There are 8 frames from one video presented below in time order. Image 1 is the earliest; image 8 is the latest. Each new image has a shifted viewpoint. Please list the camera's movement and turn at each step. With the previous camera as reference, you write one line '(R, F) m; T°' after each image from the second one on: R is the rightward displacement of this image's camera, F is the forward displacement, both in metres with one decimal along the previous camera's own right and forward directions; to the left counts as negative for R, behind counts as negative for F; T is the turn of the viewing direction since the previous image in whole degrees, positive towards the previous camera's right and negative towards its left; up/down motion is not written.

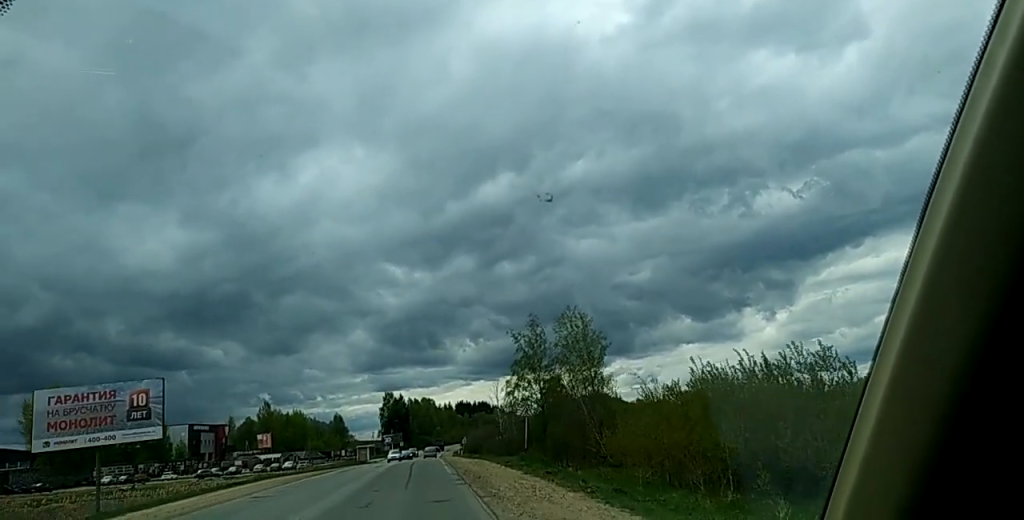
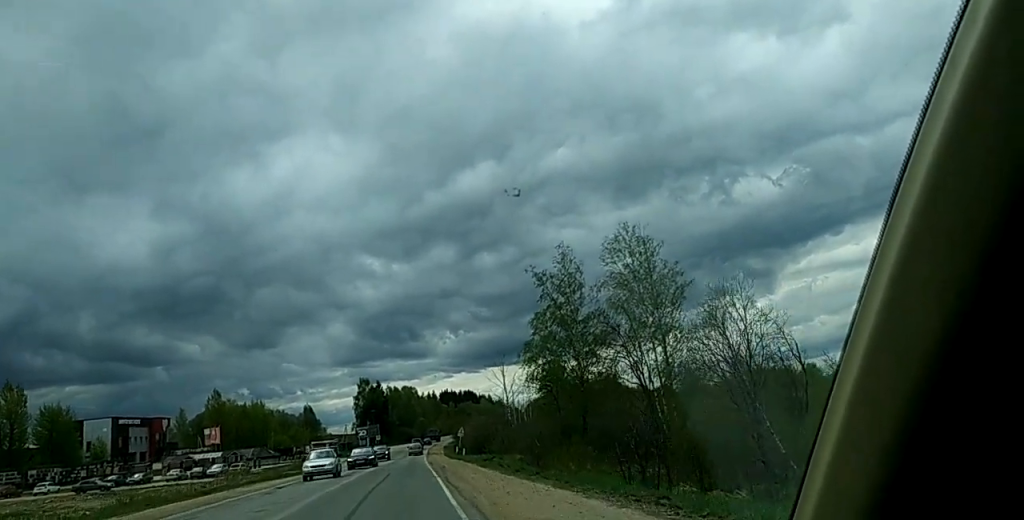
(+0.1, +38.6) m; +1°
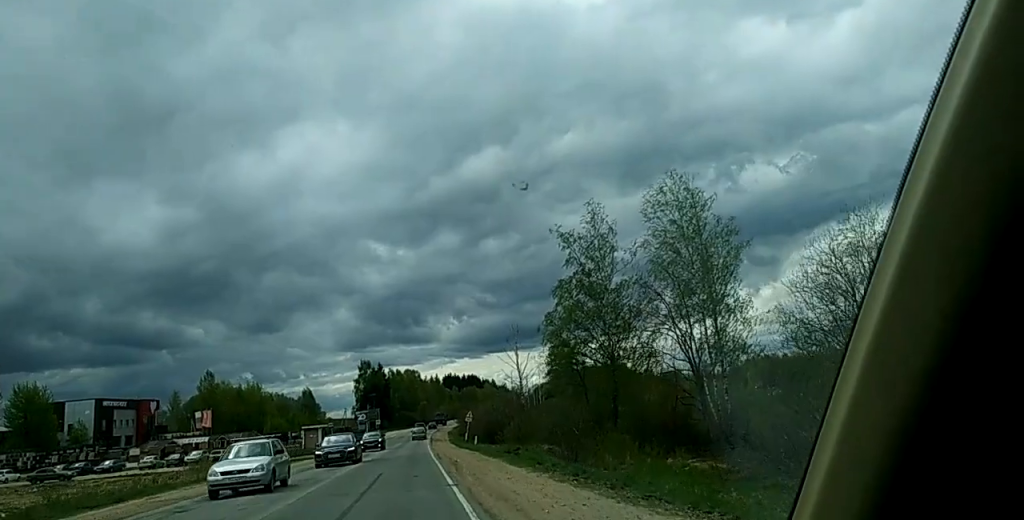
(+0.2, +11.3) m; 0°
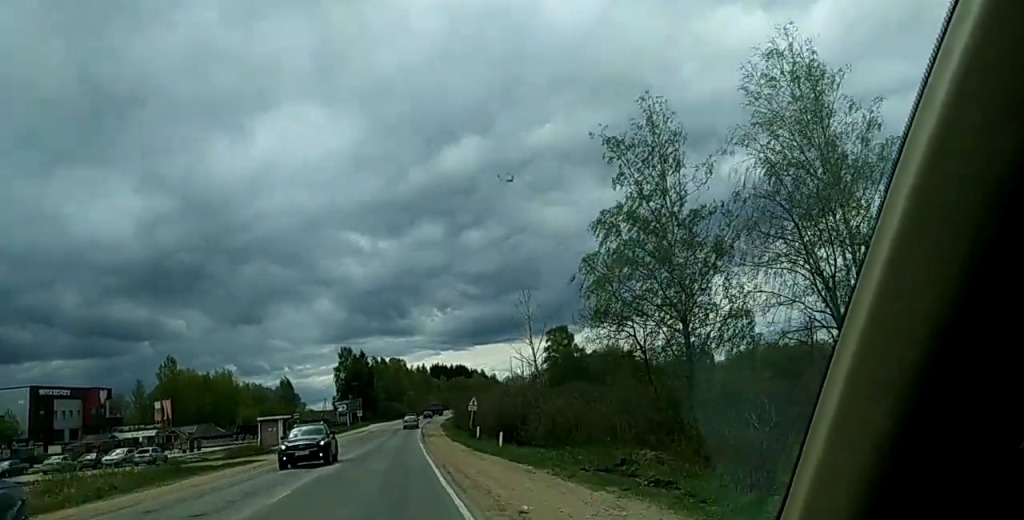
(-0.2, +20.3) m; 0°
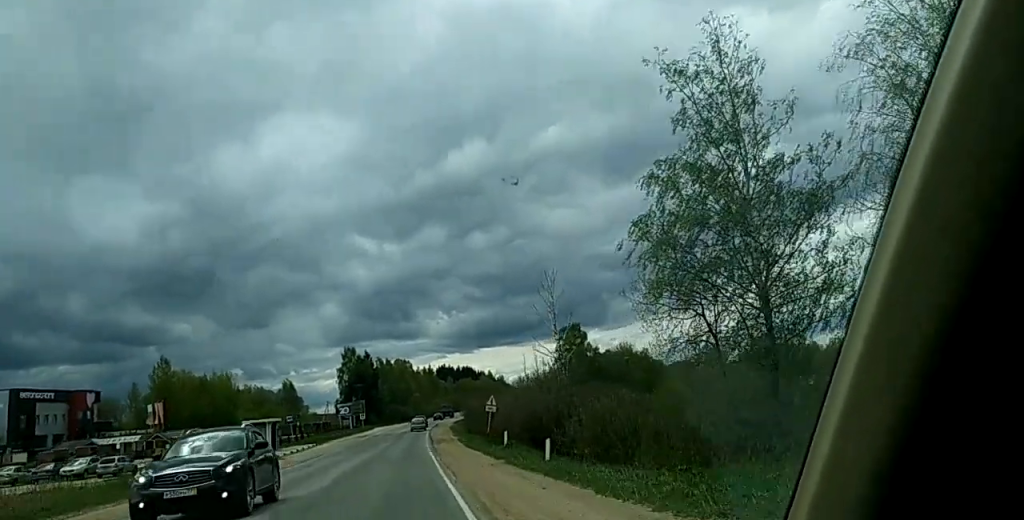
(+0.1, +9.8) m; 0°
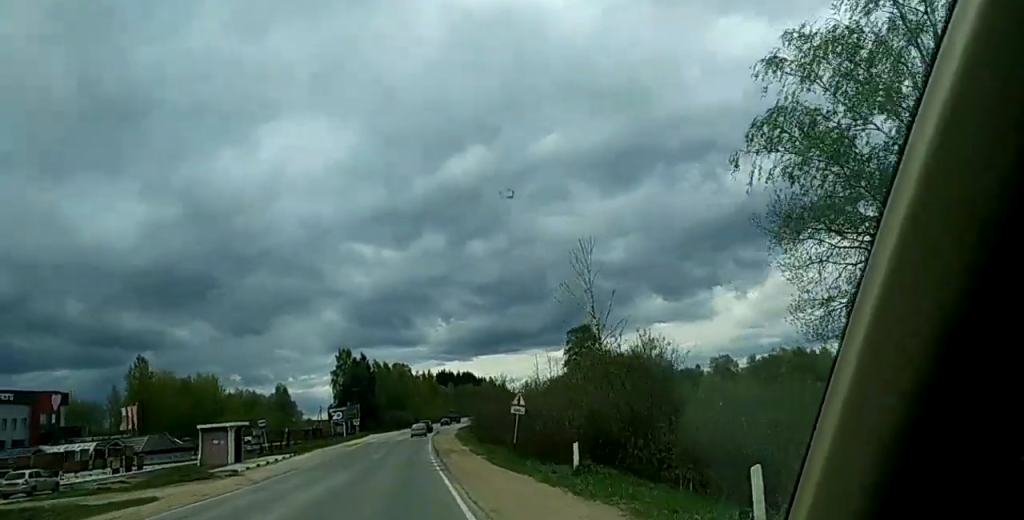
(0.0, +14.0) m; 0°
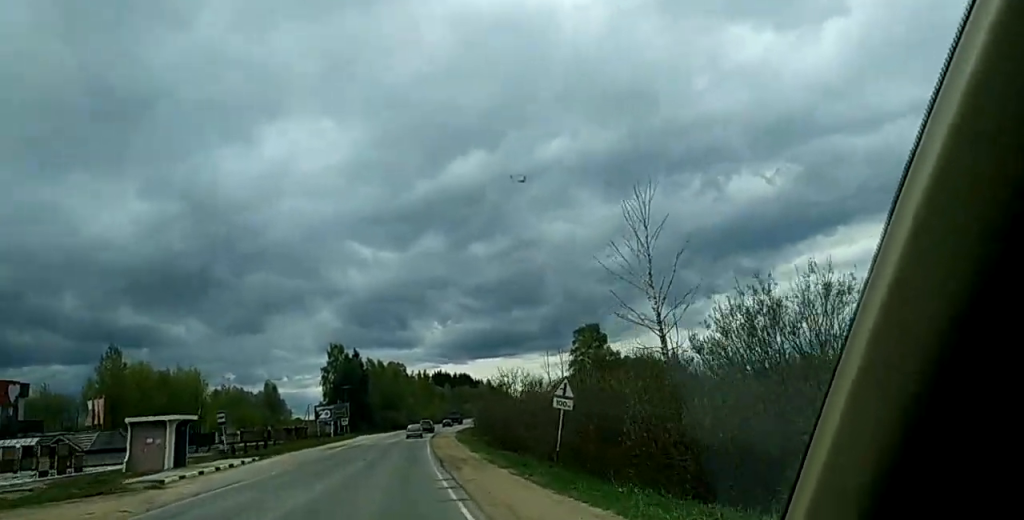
(-0.1, +13.2) m; 0°
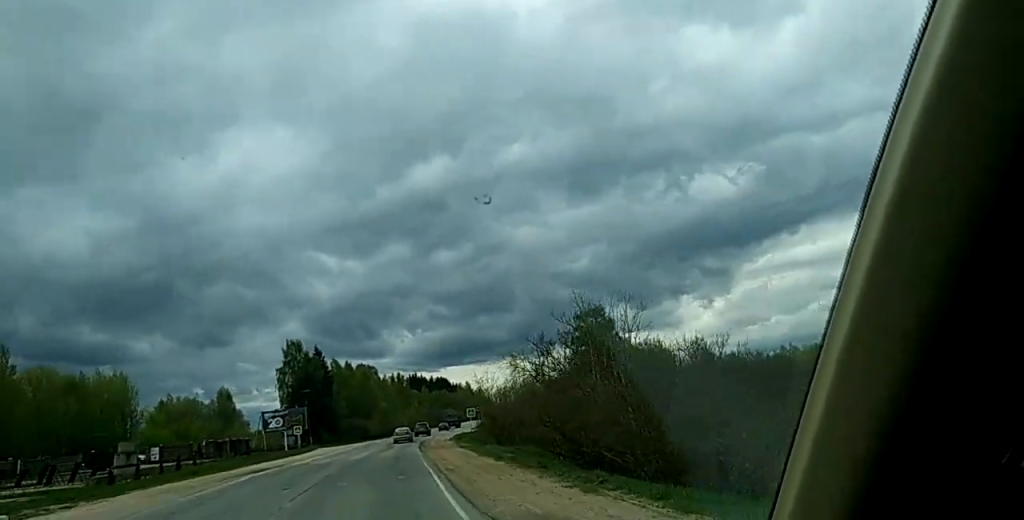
(-0.2, +30.6) m; 0°
